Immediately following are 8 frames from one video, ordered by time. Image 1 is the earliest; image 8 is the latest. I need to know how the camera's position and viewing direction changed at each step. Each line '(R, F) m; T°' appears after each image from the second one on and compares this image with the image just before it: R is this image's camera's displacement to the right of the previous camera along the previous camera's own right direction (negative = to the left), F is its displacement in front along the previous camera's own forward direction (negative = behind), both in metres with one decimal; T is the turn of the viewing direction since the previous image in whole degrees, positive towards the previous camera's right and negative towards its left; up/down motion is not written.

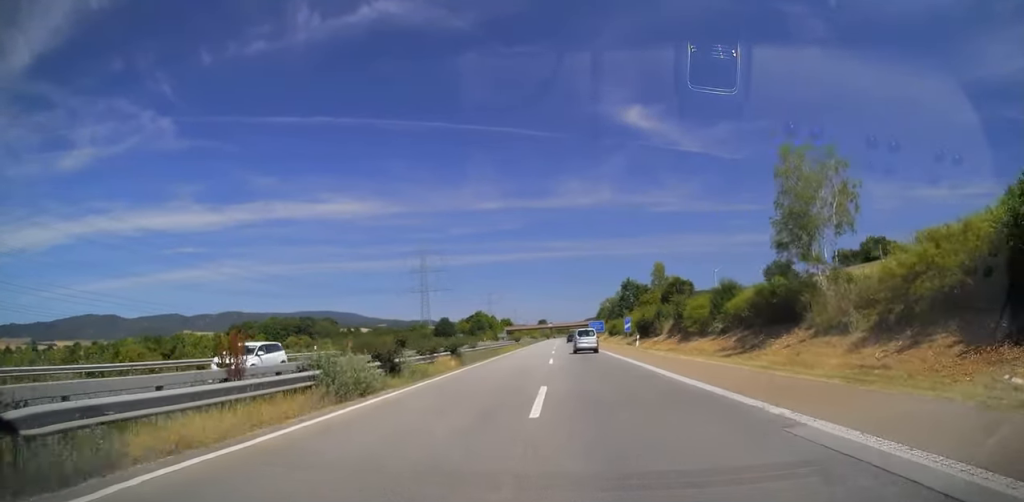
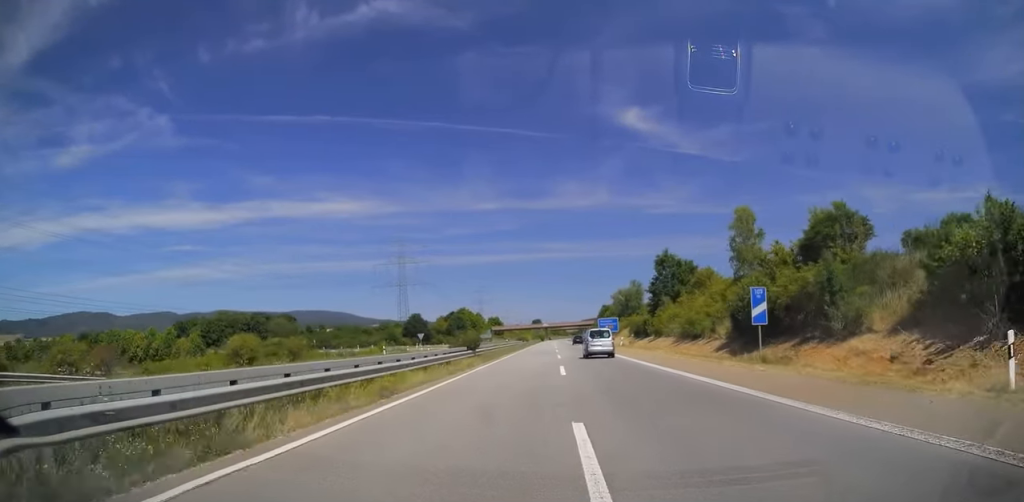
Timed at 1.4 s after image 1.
(0.0, +43.0) m; 0°
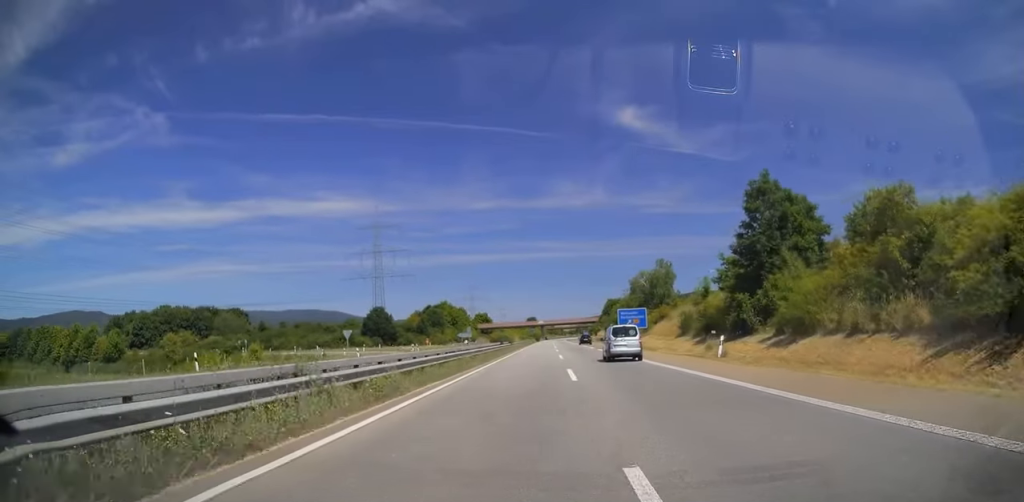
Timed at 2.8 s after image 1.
(-0.2, +39.1) m; 0°
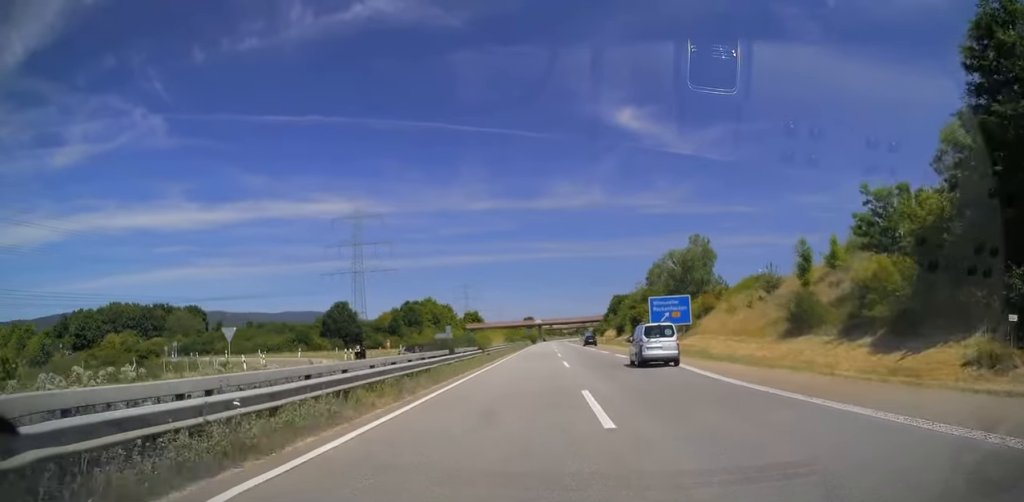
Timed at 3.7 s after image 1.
(+0.4, +27.3) m; 0°
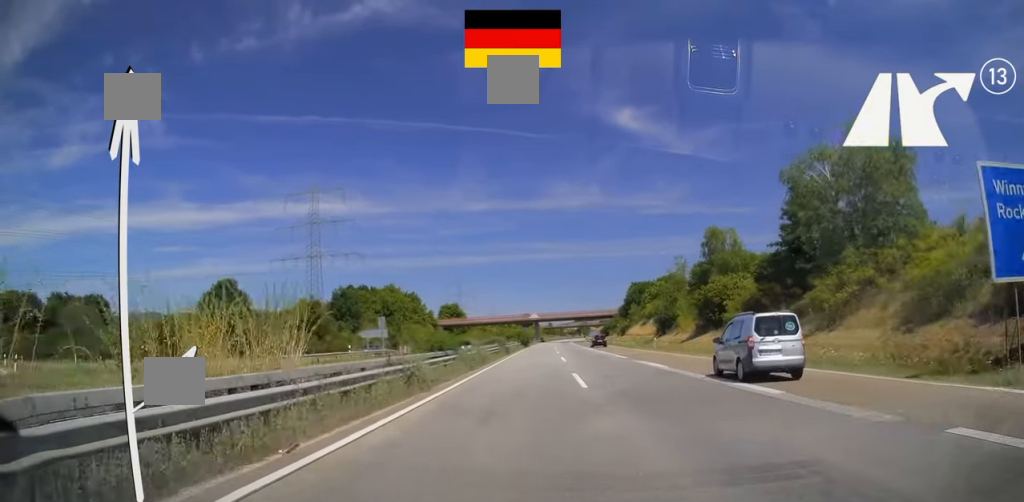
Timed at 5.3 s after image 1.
(0.0, +47.1) m; +1°
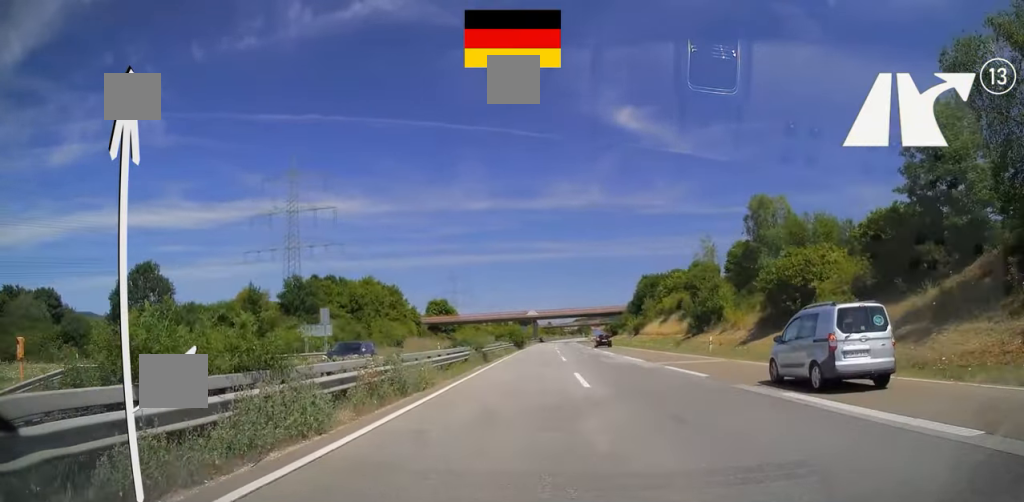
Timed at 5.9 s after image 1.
(+0.1, +18.3) m; 0°
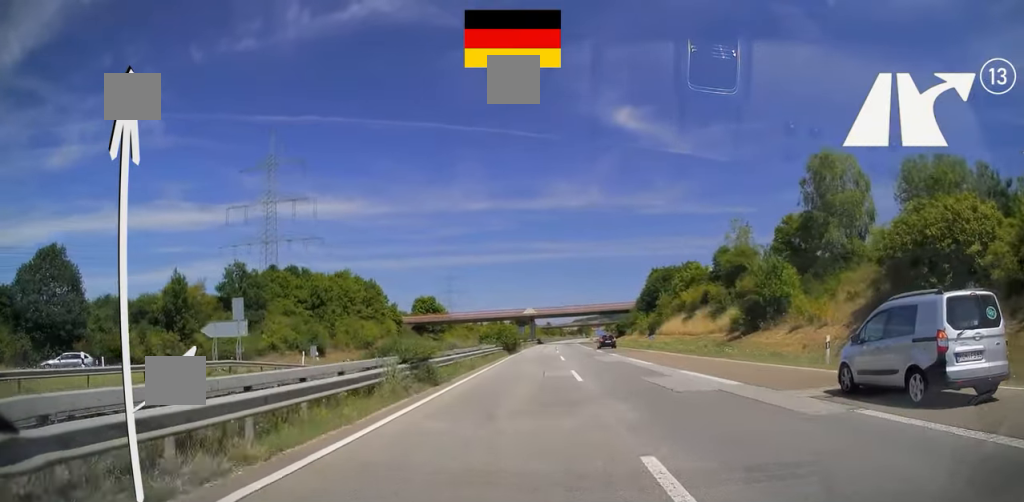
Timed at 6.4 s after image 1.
(0.0, +15.3) m; 0°
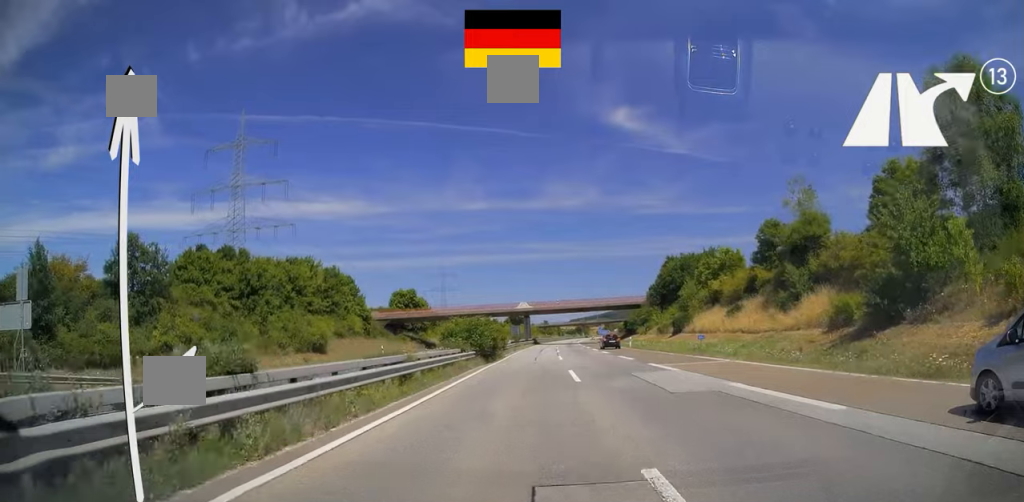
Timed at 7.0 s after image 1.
(0.0, +18.3) m; 0°
